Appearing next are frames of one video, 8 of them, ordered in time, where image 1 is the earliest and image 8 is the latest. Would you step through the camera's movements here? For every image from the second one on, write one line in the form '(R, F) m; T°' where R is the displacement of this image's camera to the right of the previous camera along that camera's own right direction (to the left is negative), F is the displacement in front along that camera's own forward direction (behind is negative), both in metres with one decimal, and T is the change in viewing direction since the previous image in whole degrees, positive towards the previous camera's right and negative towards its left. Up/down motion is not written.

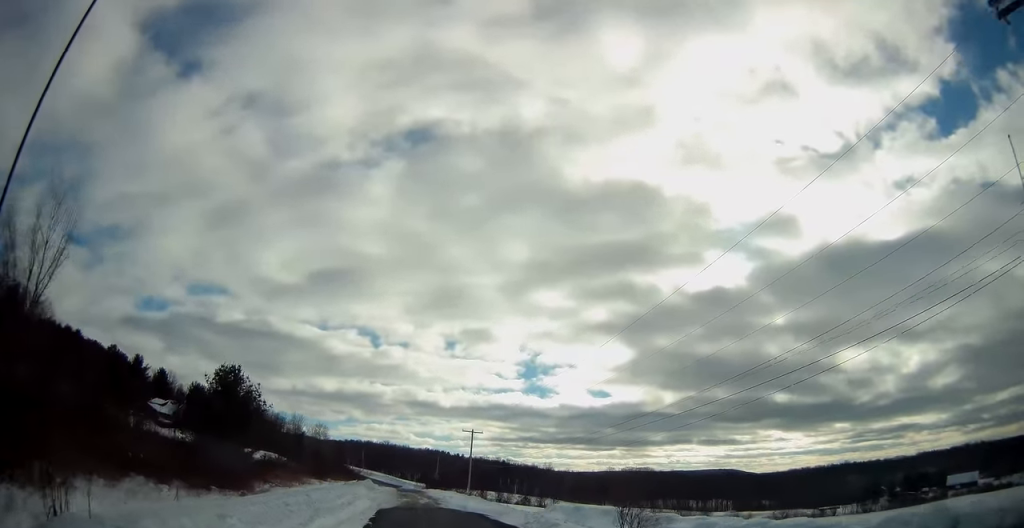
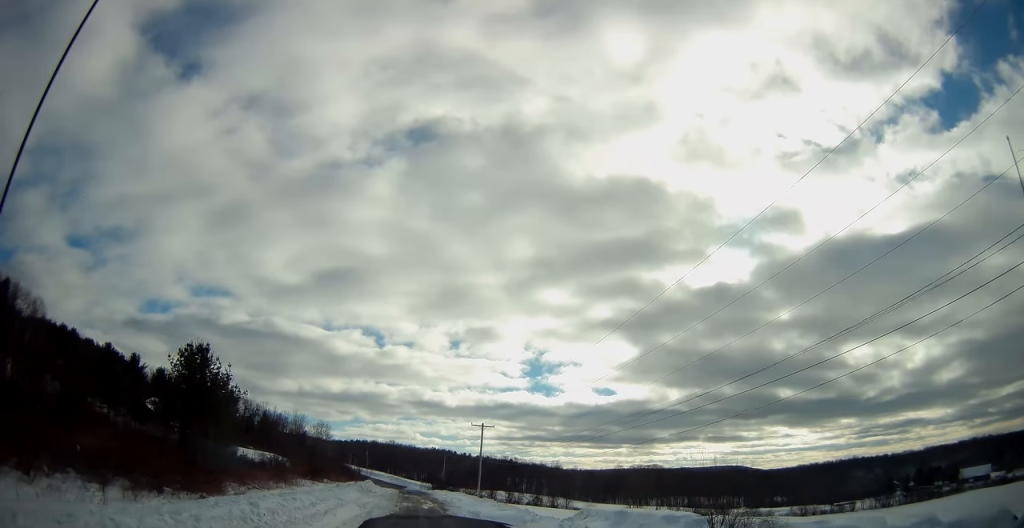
(0.0, +6.8) m; 0°
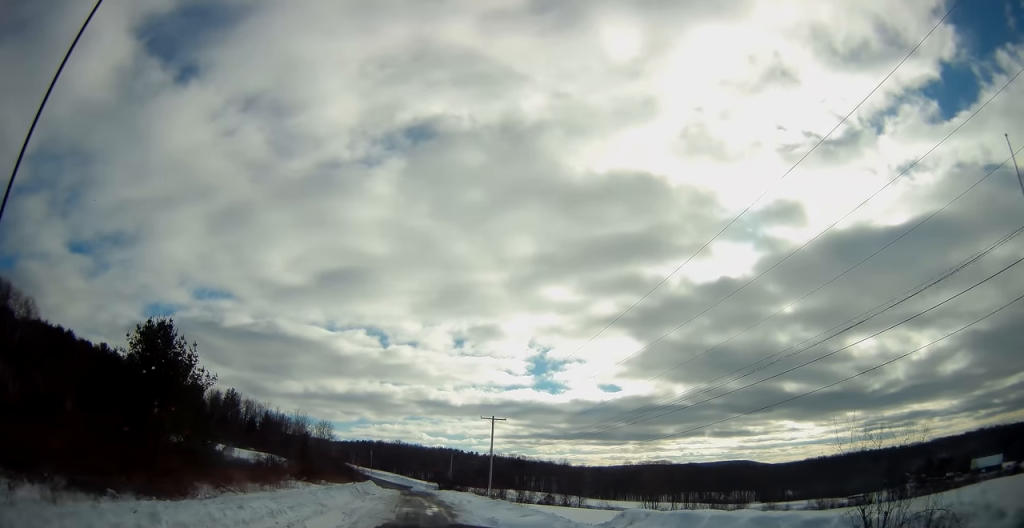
(0.0, +5.6) m; -1°
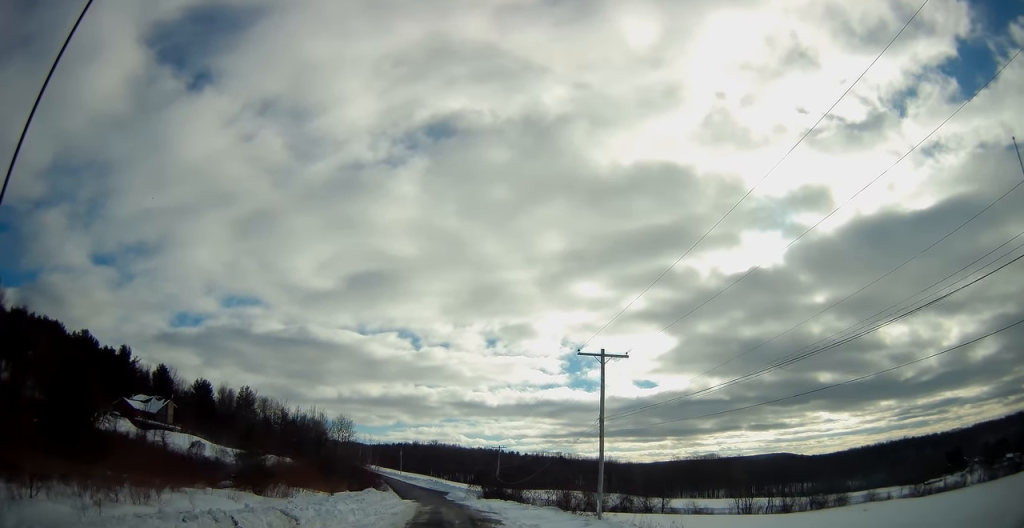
(-1.0, +27.3) m; -4°
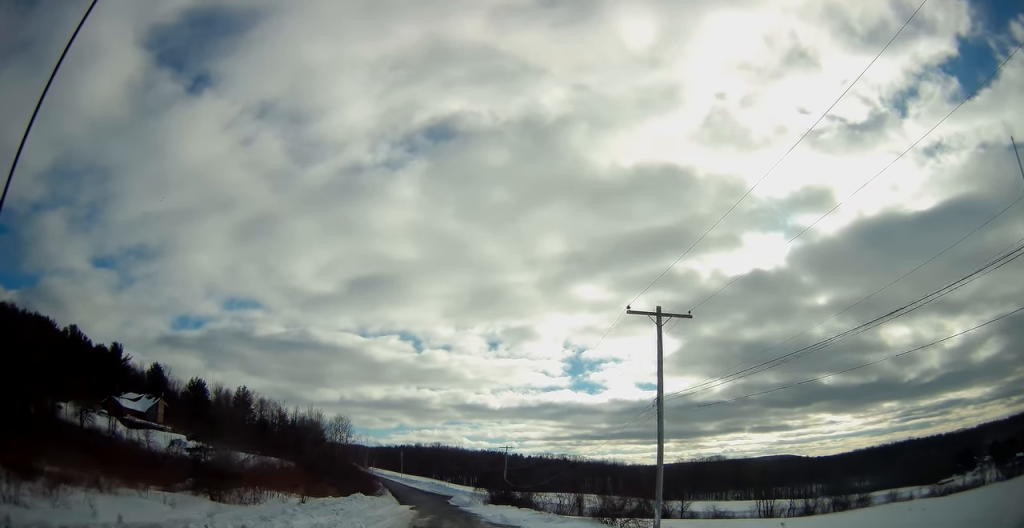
(+0.1, +7.0) m; -1°
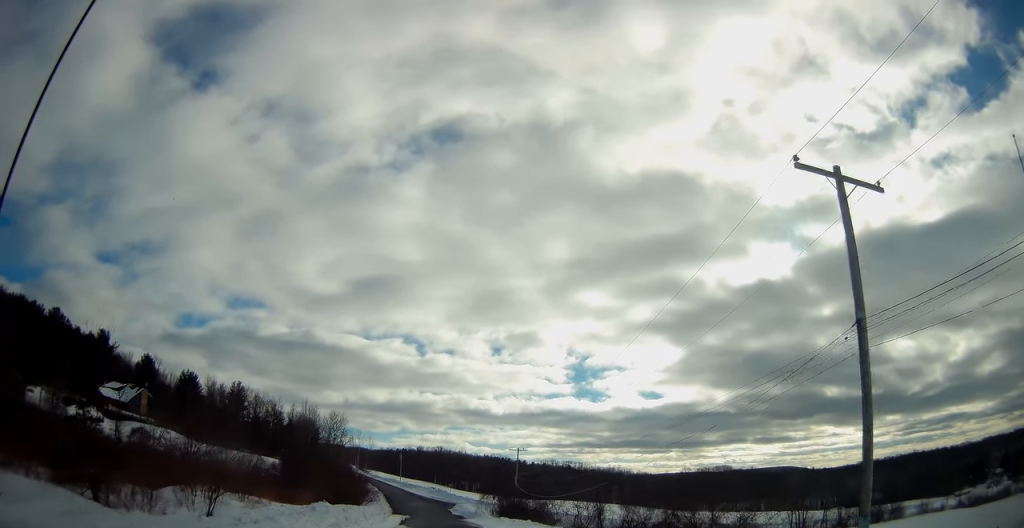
(-0.1, +10.3) m; 0°
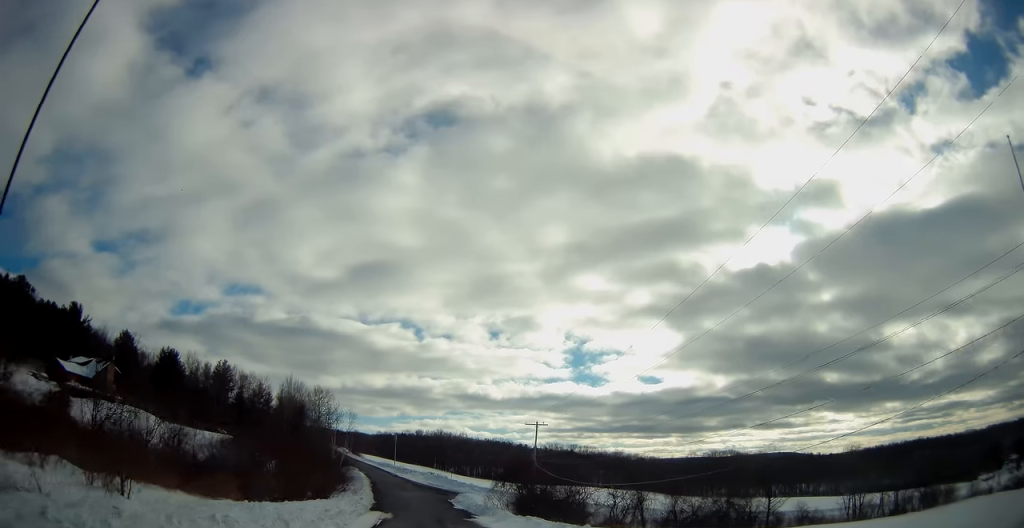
(+0.1, +15.4) m; +1°
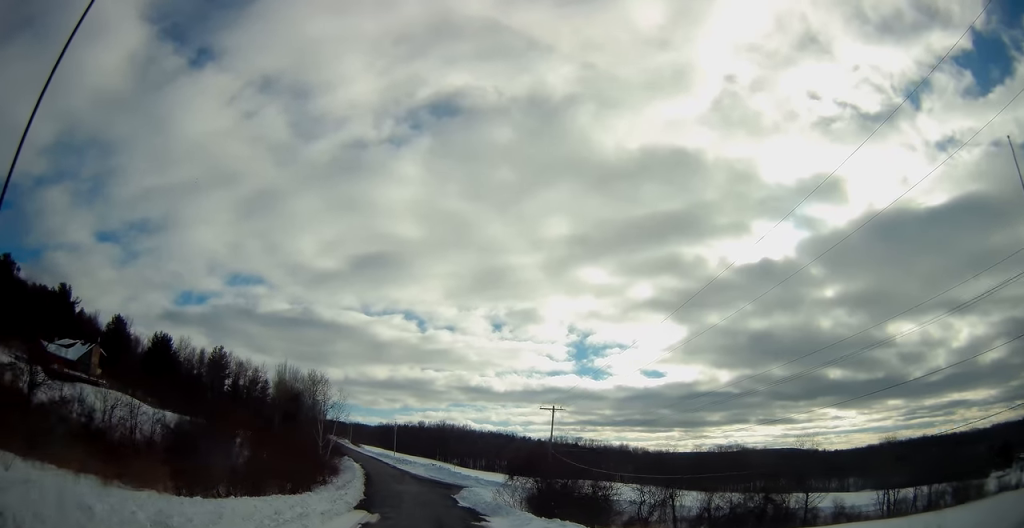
(0.0, +7.4) m; 0°
